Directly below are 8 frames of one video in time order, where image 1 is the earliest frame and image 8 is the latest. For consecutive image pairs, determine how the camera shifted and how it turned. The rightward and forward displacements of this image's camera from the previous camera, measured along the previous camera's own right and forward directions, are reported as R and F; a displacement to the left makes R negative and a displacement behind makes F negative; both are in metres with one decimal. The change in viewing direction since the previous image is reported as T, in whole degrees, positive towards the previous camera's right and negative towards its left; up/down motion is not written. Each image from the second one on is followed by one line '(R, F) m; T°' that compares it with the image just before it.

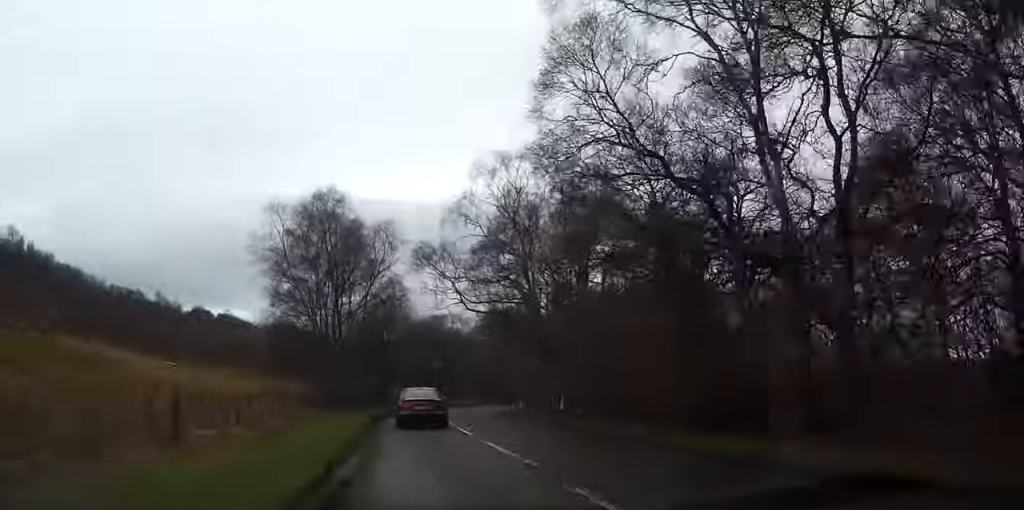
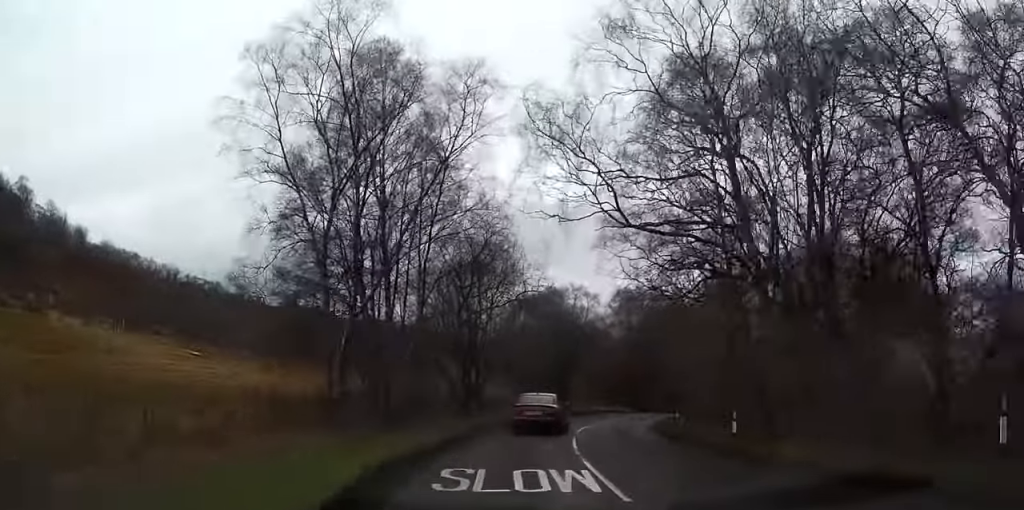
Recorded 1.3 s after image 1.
(-2.5, +20.8) m; -10°
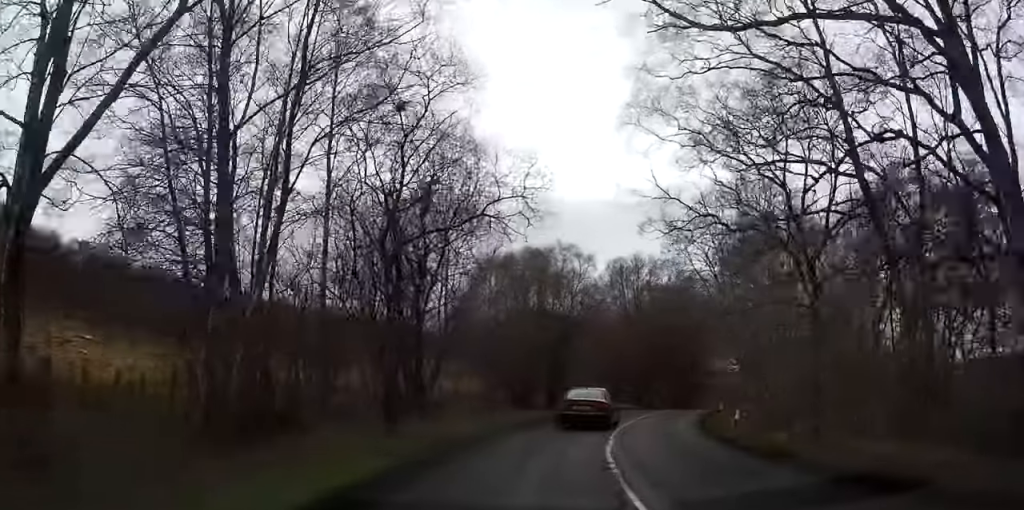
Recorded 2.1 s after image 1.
(0.0, +14.0) m; +3°
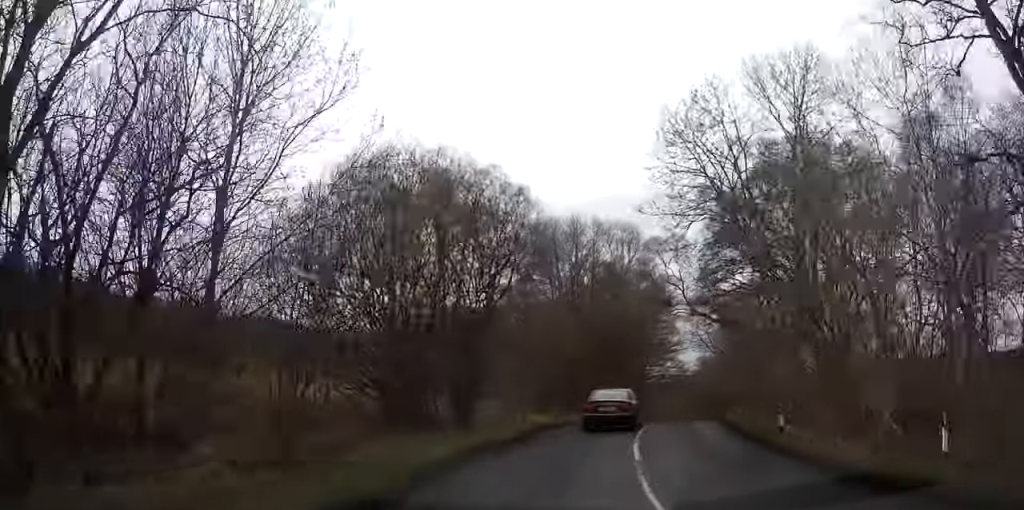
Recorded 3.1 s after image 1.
(+0.8, +16.3) m; +7°
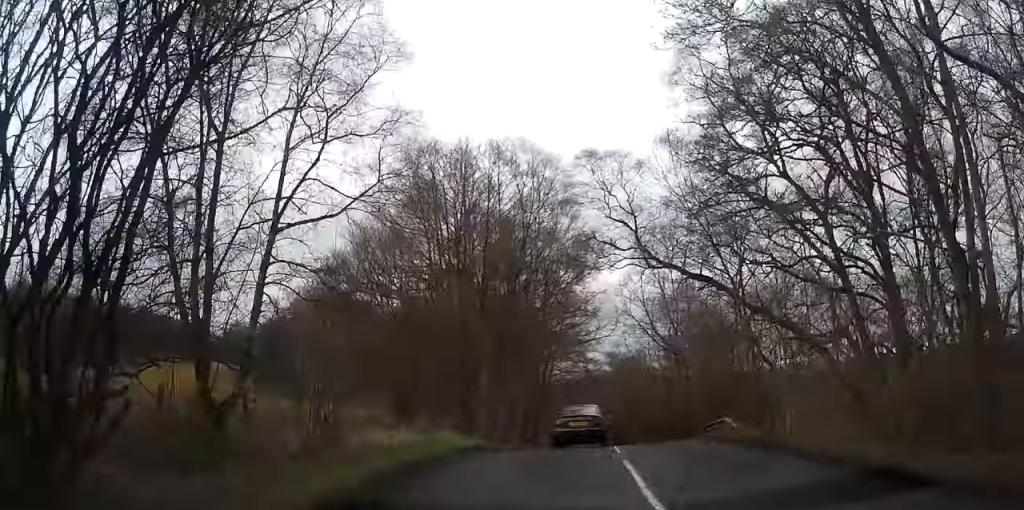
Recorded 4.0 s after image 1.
(+1.1, +15.2) m; +7°
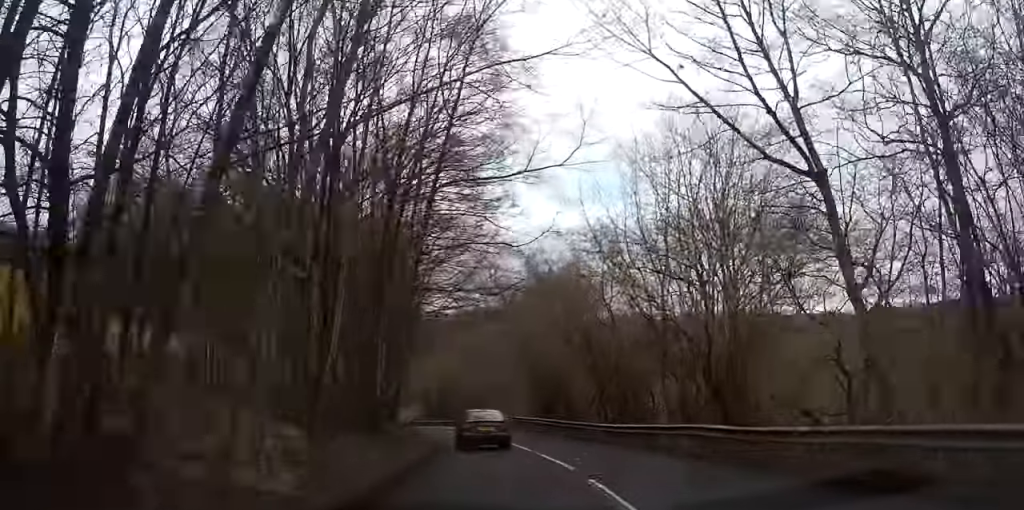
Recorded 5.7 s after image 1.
(+2.0, +28.6) m; +5°
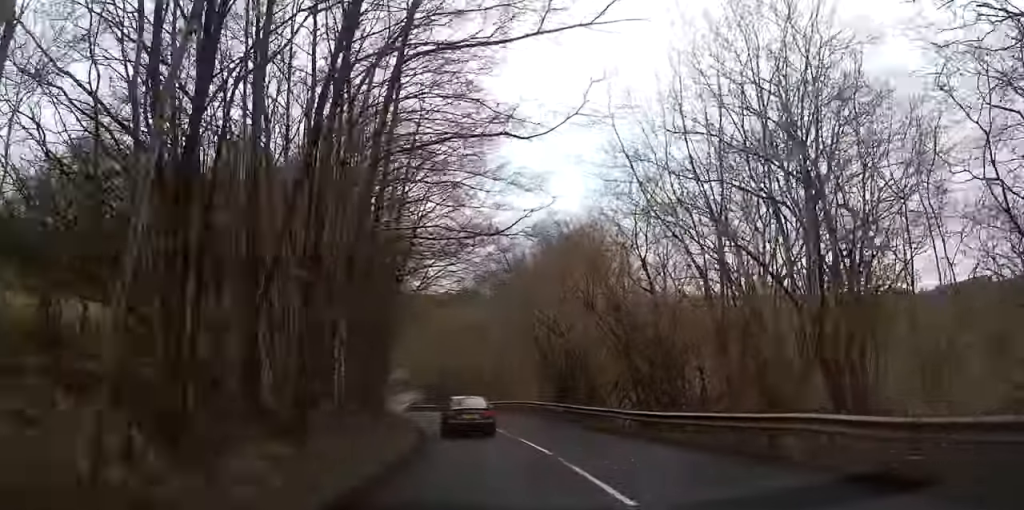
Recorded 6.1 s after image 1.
(0.0, +7.2) m; 0°
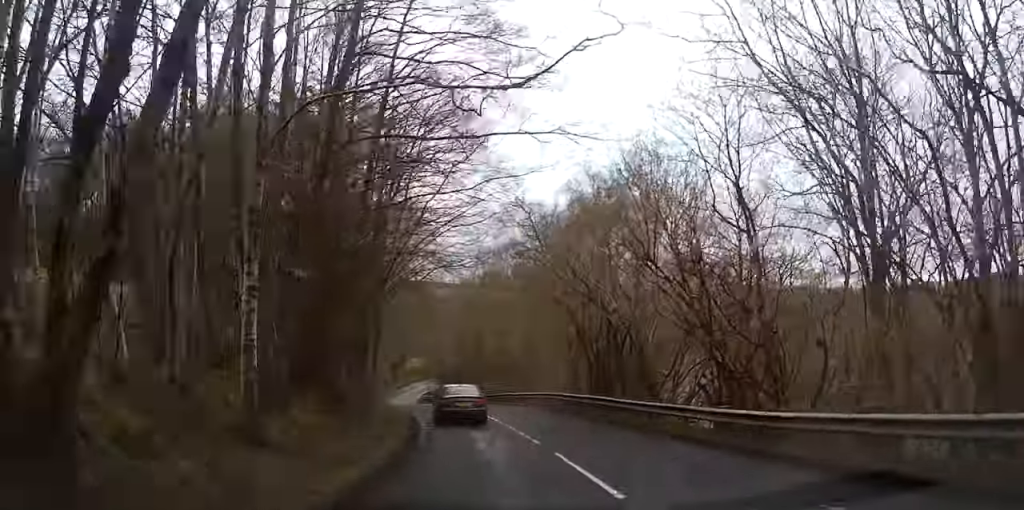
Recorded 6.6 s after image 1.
(0.0, +8.1) m; -1°
